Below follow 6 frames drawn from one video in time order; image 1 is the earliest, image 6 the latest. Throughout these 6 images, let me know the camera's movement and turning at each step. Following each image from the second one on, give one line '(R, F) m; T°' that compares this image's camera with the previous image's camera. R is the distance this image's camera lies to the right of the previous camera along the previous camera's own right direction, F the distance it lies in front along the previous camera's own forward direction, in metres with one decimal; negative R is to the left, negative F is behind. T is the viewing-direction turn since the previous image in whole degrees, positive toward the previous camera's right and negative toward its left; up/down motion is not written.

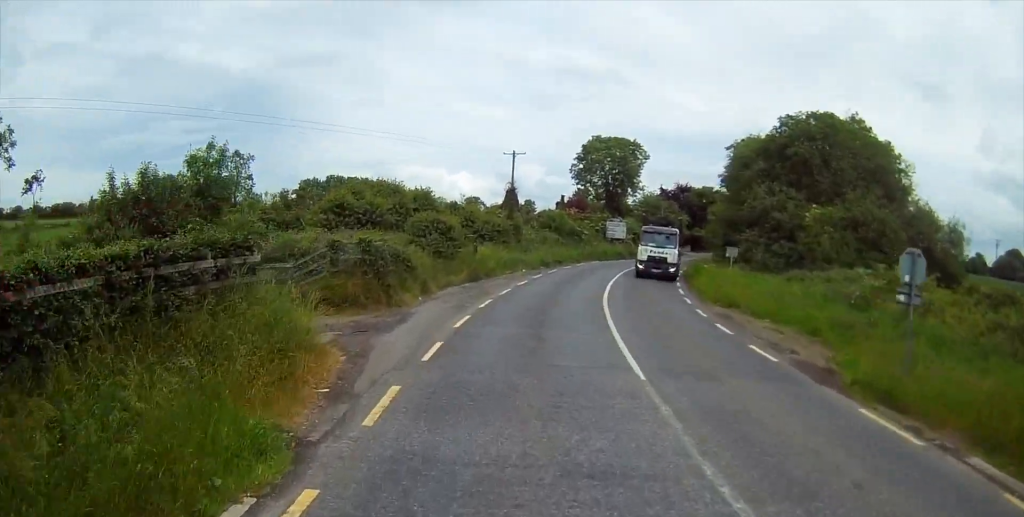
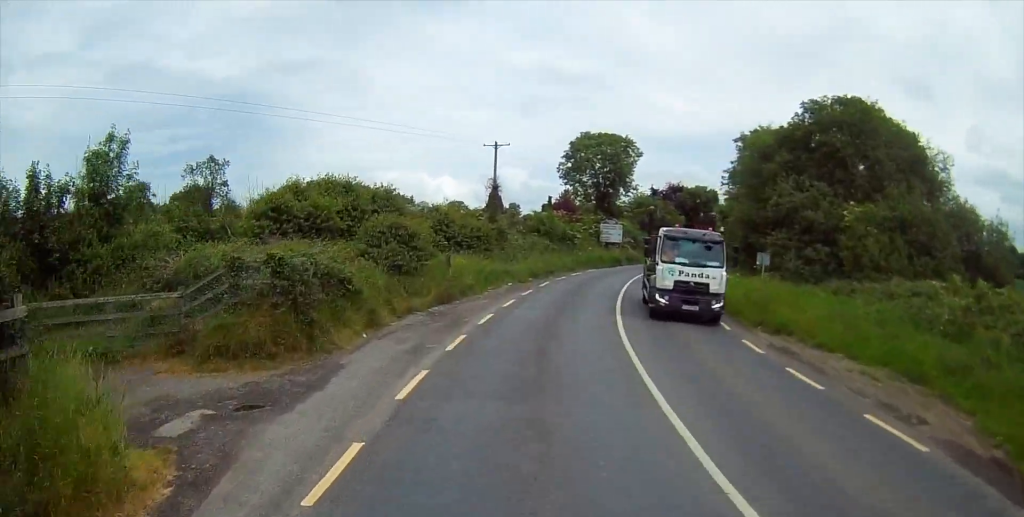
(+0.2, +6.4) m; +2°
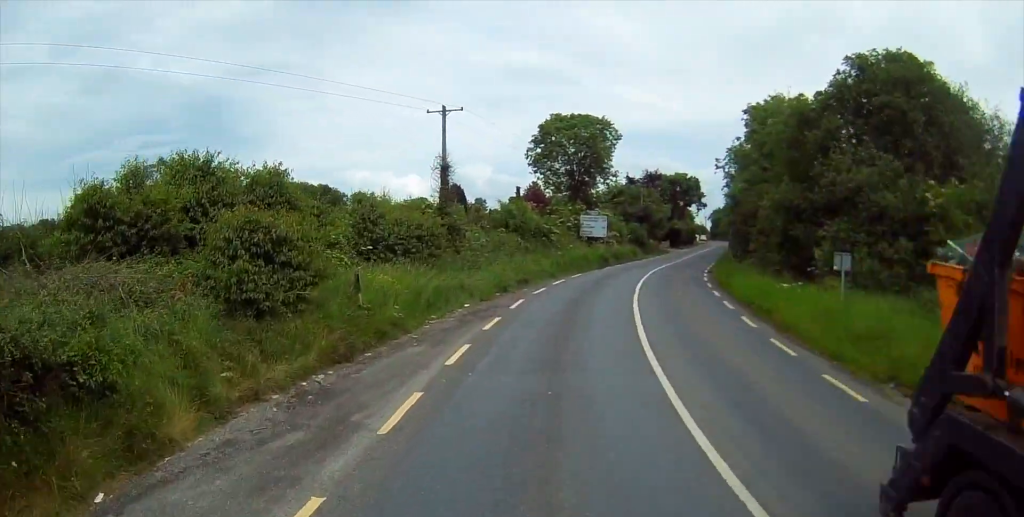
(+0.2, +9.6) m; +2°
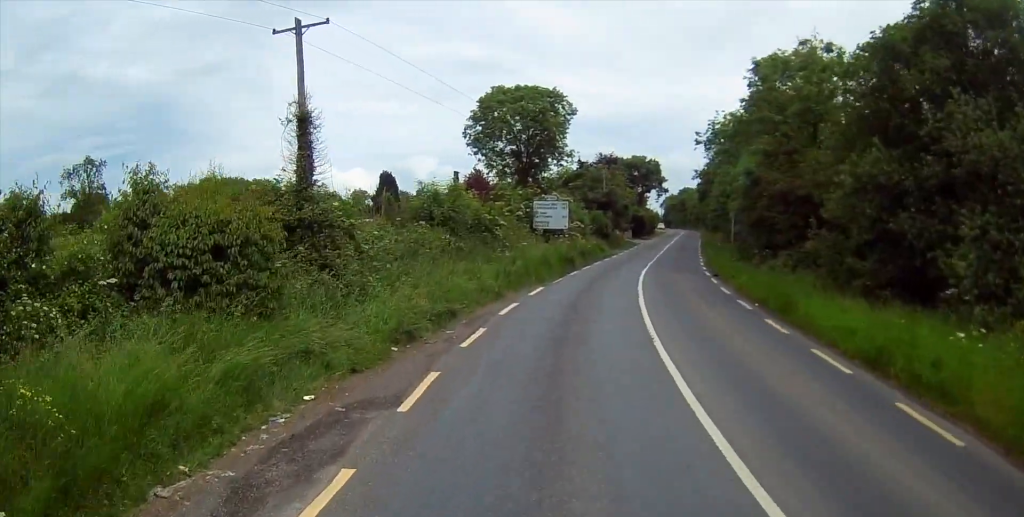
(+0.2, +11.2) m; +3°
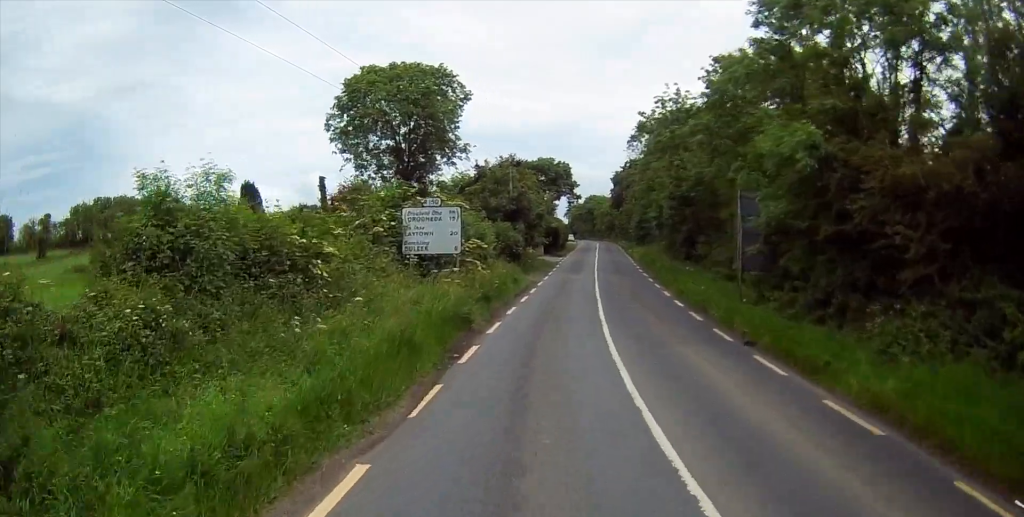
(+0.8, +14.8) m; +8°
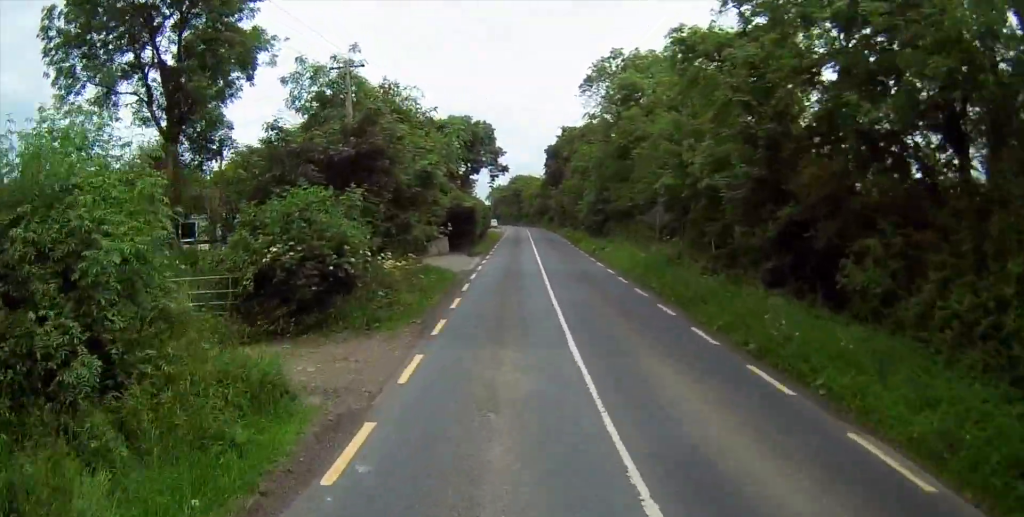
(+2.7, +25.7) m; +6°
